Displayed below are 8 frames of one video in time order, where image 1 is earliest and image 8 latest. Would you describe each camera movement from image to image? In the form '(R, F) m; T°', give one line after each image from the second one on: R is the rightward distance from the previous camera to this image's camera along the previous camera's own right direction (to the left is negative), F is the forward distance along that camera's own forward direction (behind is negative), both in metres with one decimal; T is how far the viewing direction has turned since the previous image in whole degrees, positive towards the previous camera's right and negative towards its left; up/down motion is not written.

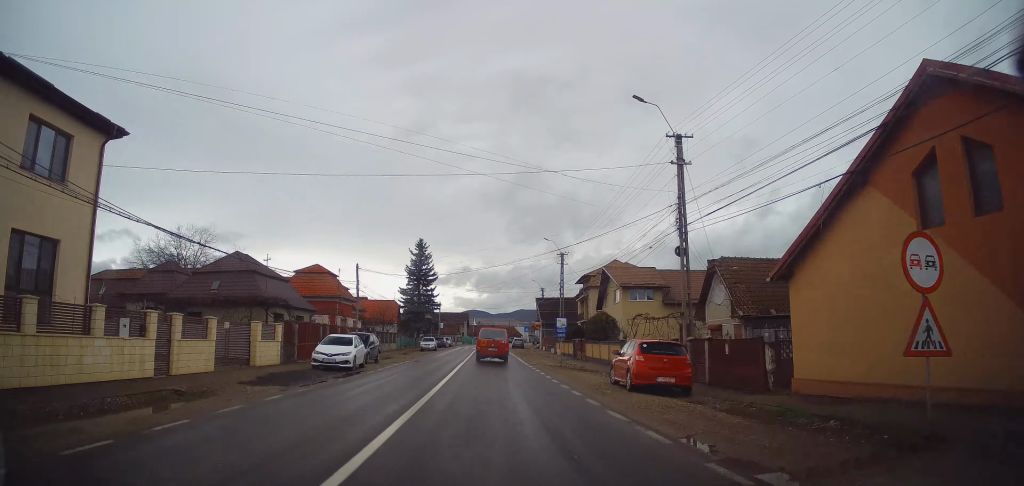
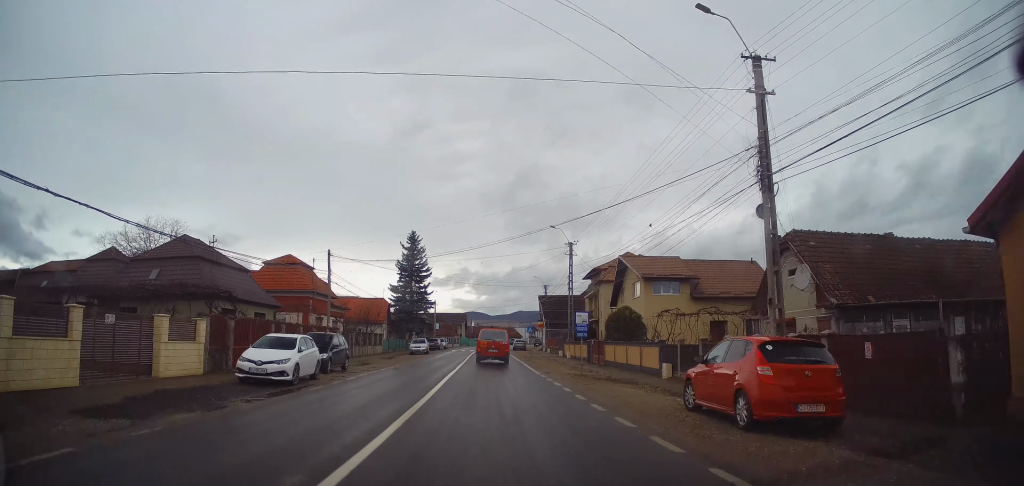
(-0.1, +6.8) m; +1°
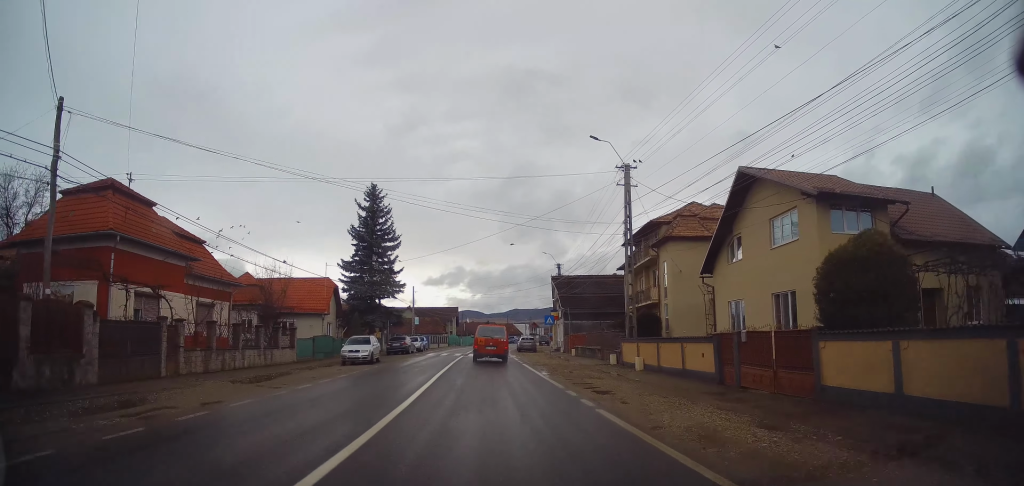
(+0.9, +22.0) m; +2°
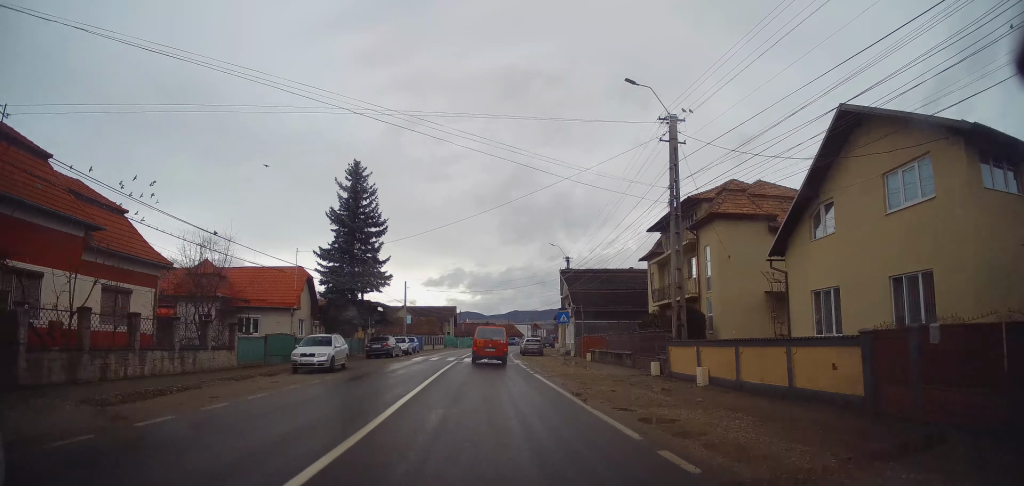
(0.0, +7.1) m; 0°
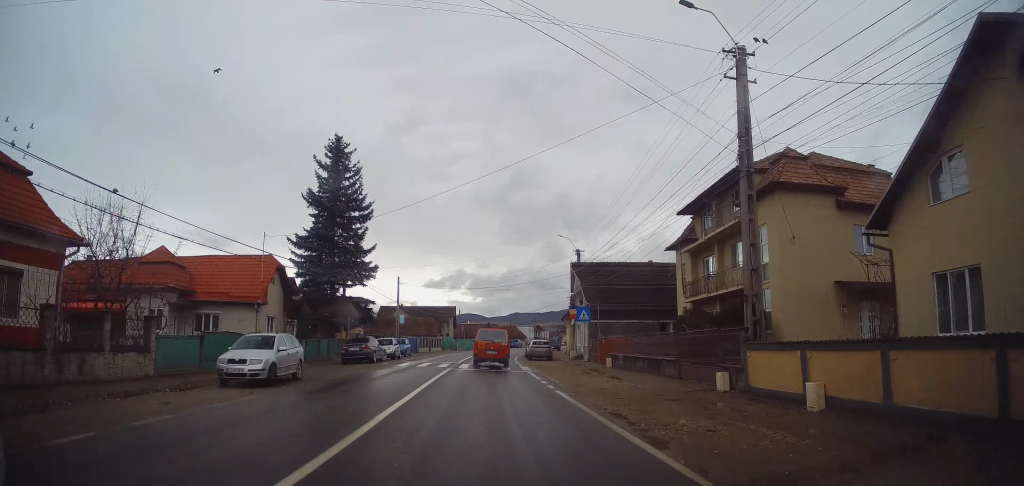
(0.0, +6.1) m; 0°
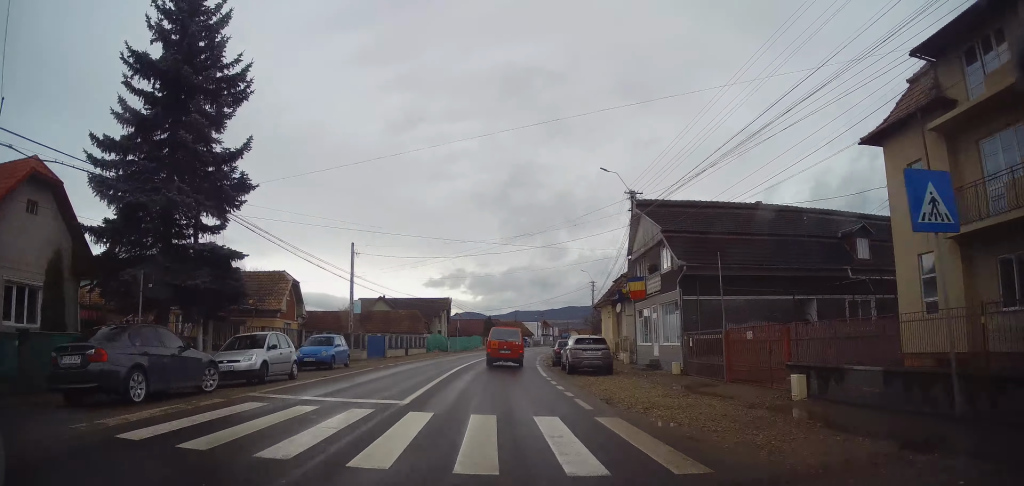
(-0.1, +20.5) m; -2°
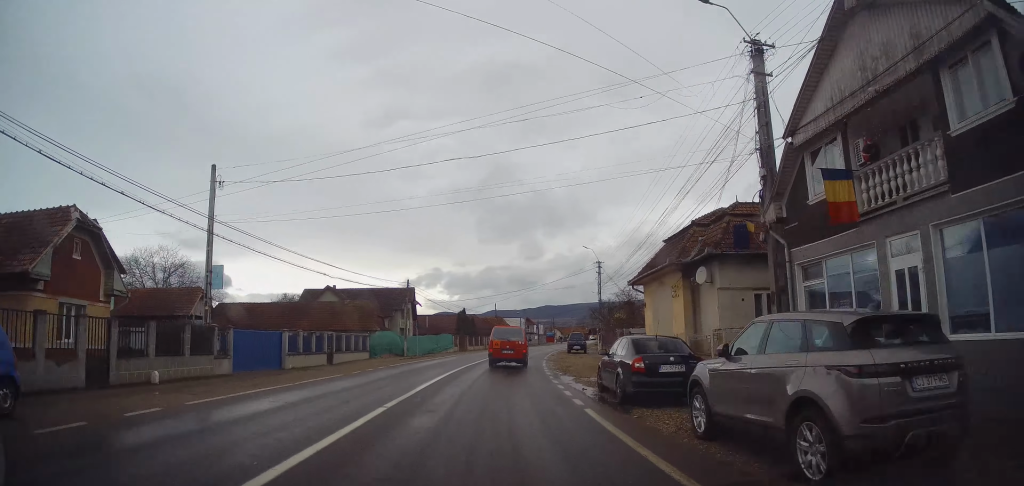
(0.0, +18.0) m; +3°
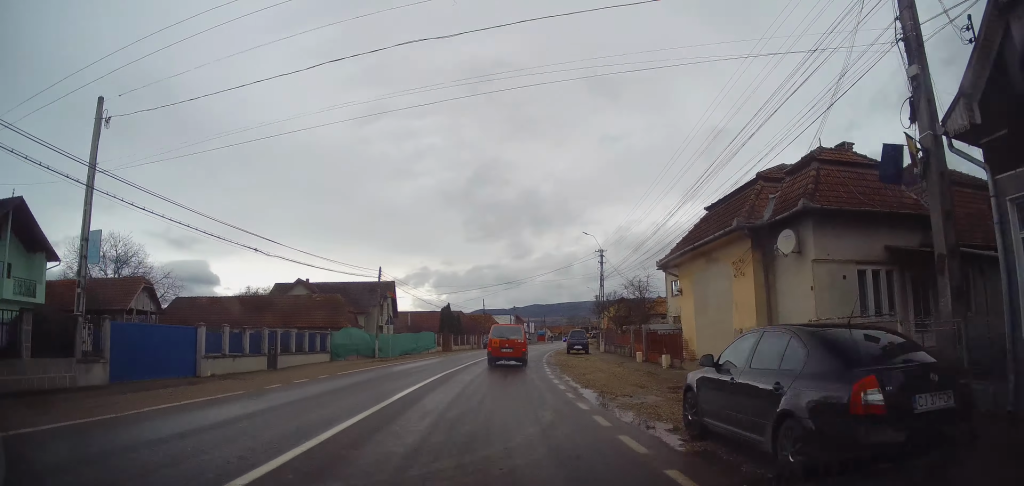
(+0.5, +6.9) m; +1°
